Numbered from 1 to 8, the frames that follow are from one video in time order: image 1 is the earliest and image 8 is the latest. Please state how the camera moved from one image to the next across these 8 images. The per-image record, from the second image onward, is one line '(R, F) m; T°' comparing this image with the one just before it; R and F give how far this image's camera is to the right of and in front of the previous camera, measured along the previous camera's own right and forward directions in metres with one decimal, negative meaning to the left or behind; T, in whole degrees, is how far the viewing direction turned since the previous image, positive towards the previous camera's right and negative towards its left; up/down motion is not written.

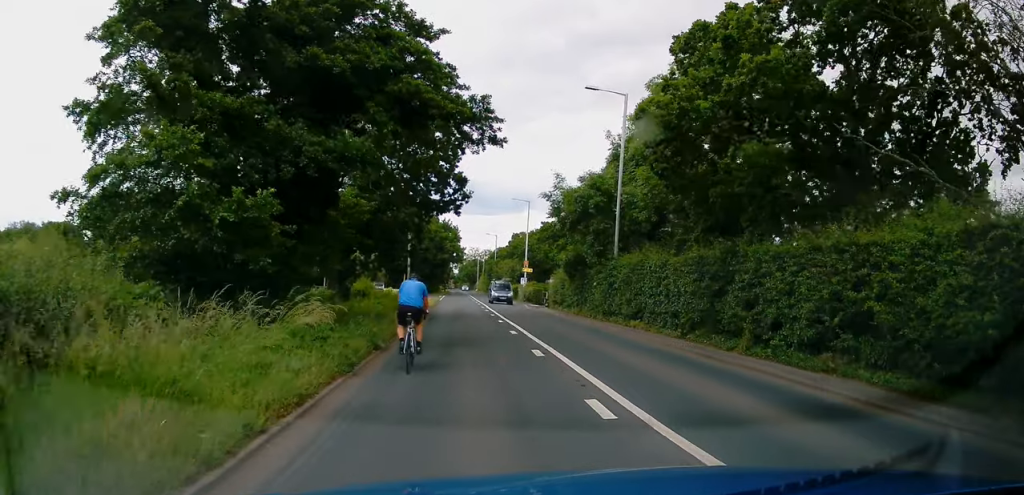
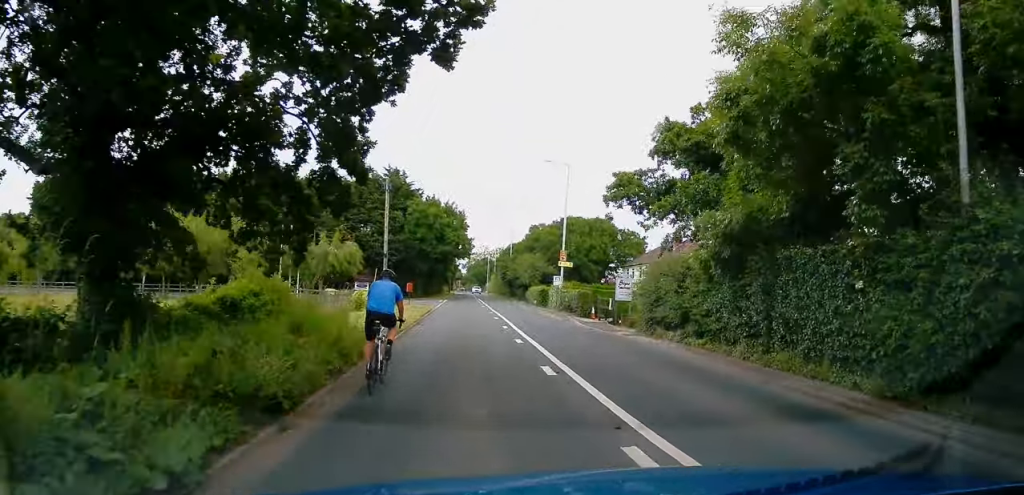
(+0.7, +18.9) m; +1°
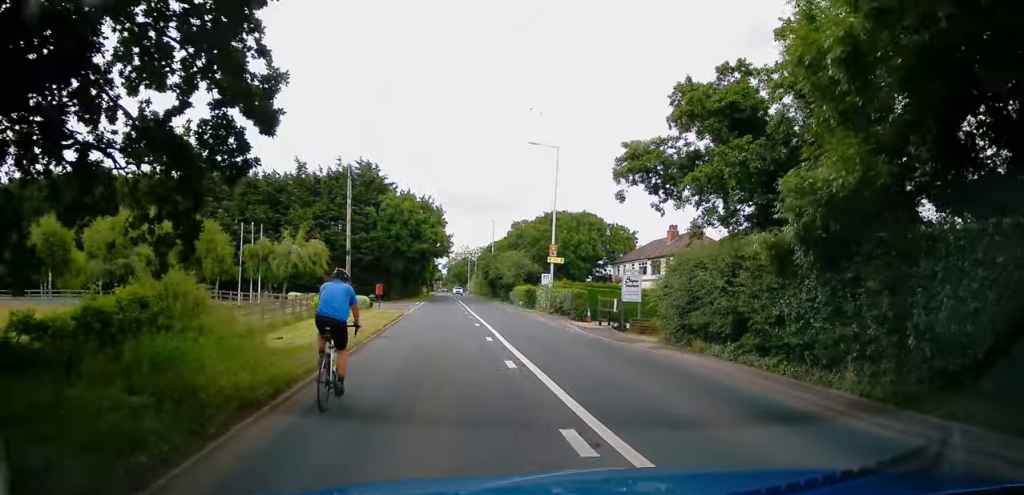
(0.0, +4.6) m; -1°
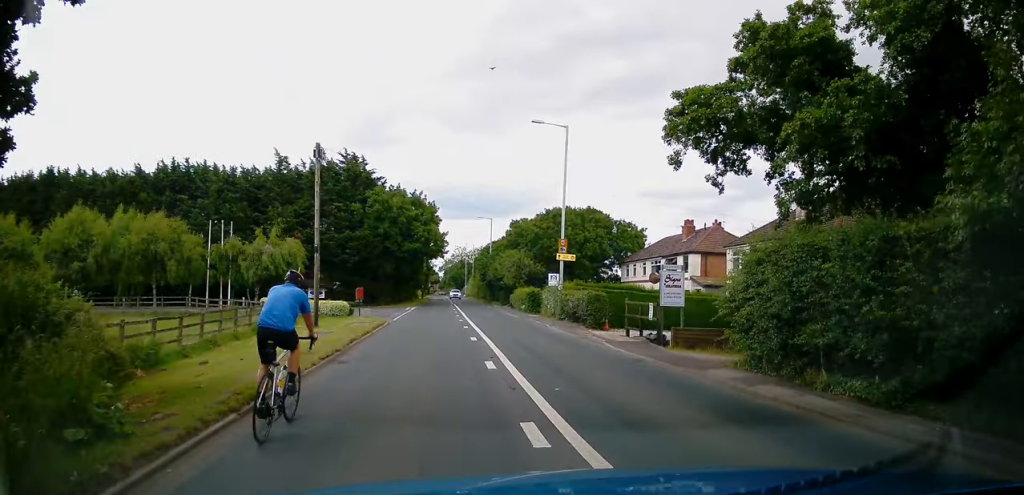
(-0.1, +5.1) m; 0°
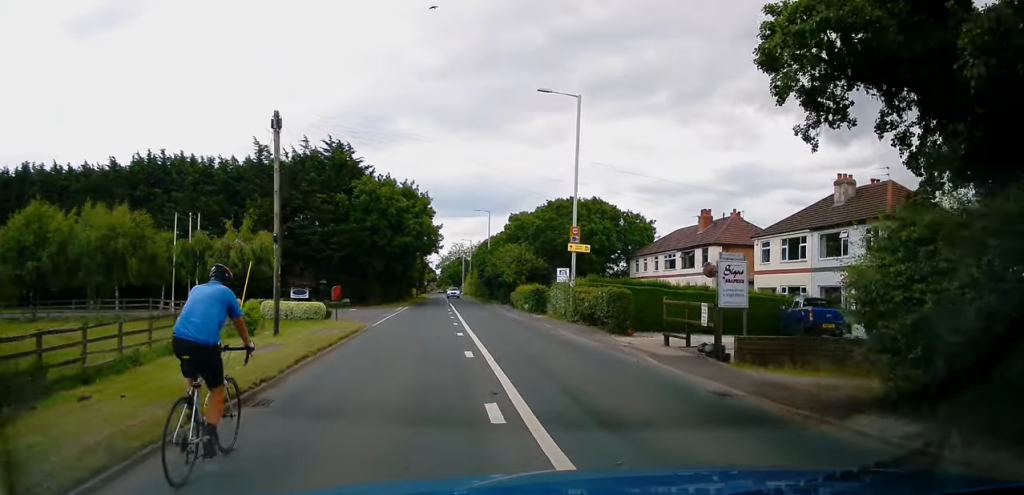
(-0.1, +4.5) m; 0°
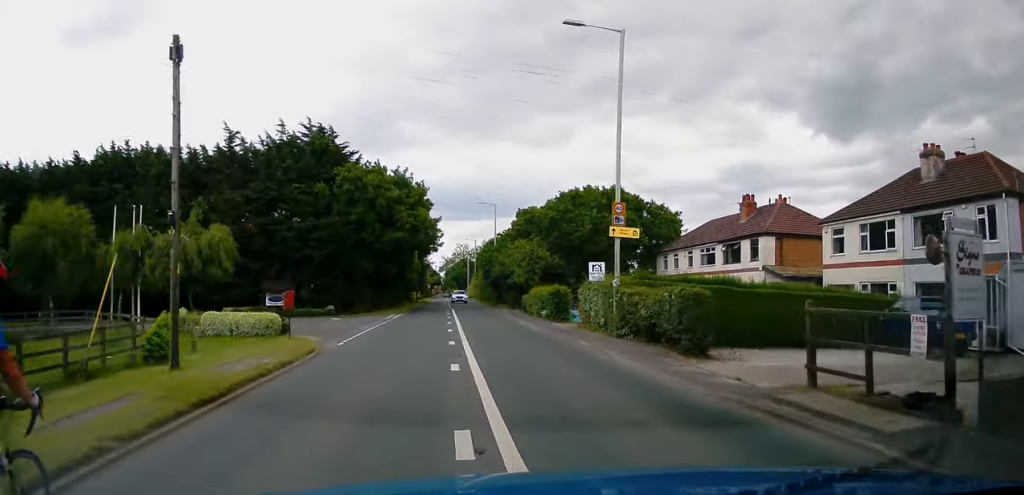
(+0.1, +6.9) m; 0°
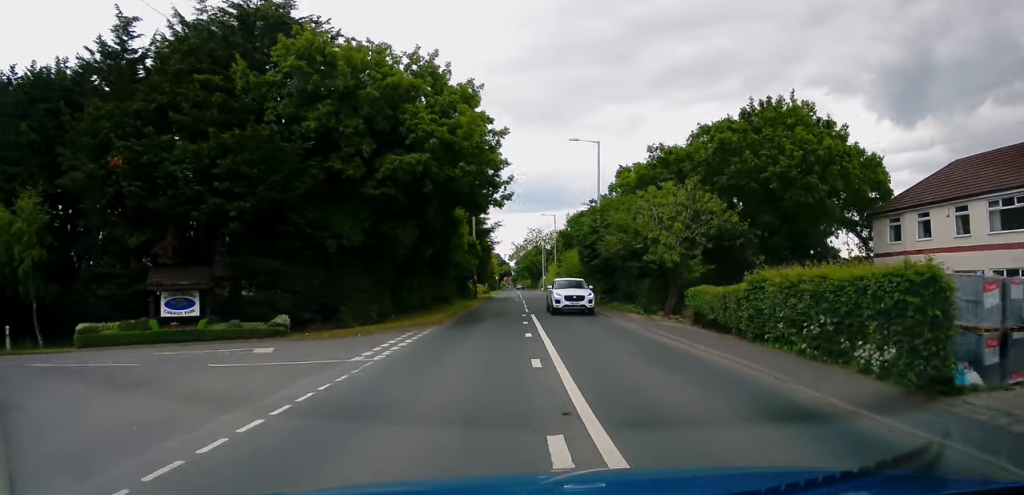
(-0.3, +22.0) m; -2°
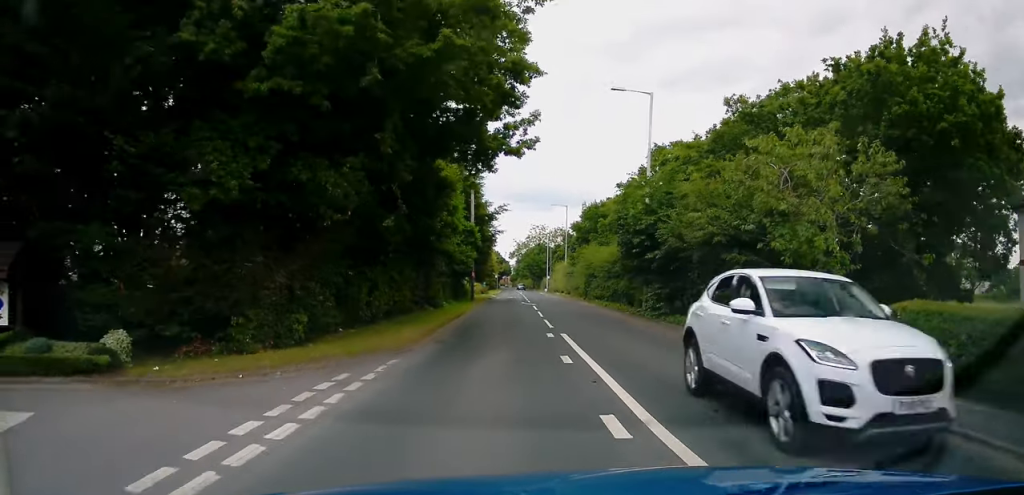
(0.0, +10.7) m; 0°
